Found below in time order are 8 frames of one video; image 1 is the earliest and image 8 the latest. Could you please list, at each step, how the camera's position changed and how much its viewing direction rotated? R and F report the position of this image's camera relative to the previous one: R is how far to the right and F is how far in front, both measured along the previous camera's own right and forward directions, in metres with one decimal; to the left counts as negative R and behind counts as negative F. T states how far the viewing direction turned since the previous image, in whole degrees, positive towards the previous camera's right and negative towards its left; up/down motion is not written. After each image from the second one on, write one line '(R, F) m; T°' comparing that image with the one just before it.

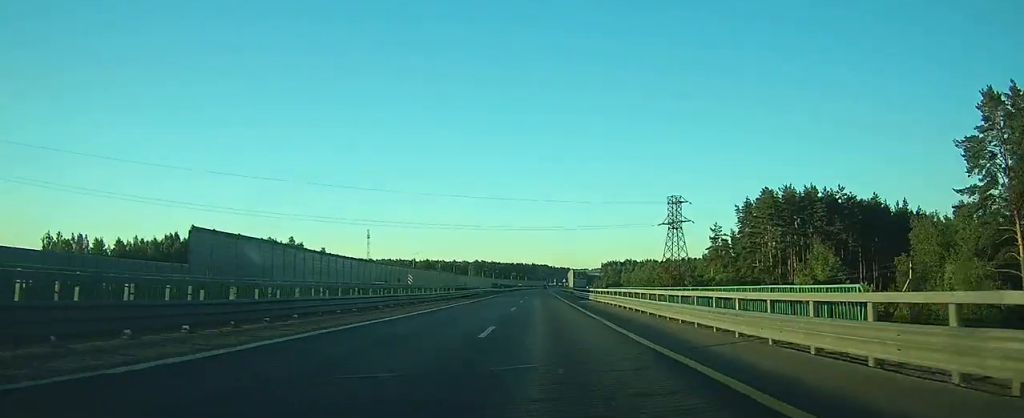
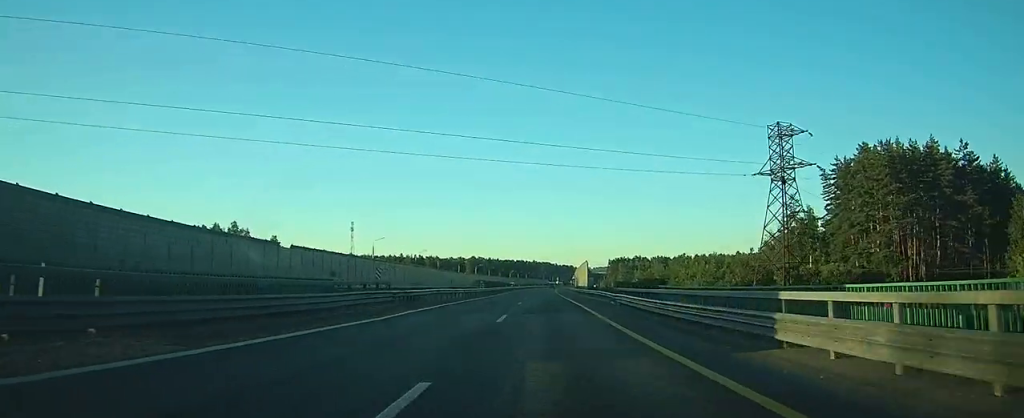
(+0.1, +42.7) m; 0°
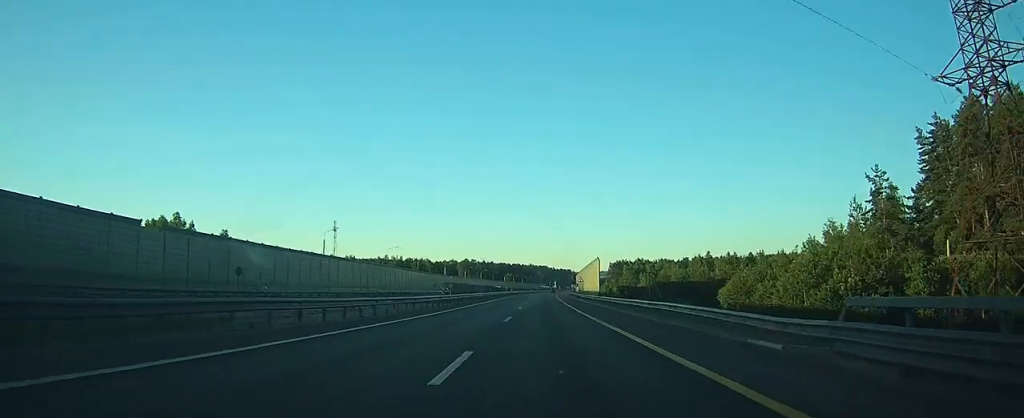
(0.0, +27.7) m; 0°
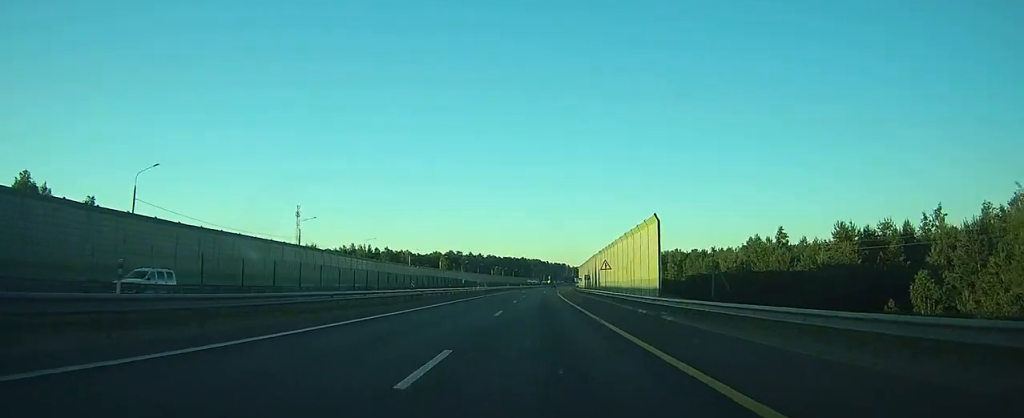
(0.0, +48.1) m; 0°
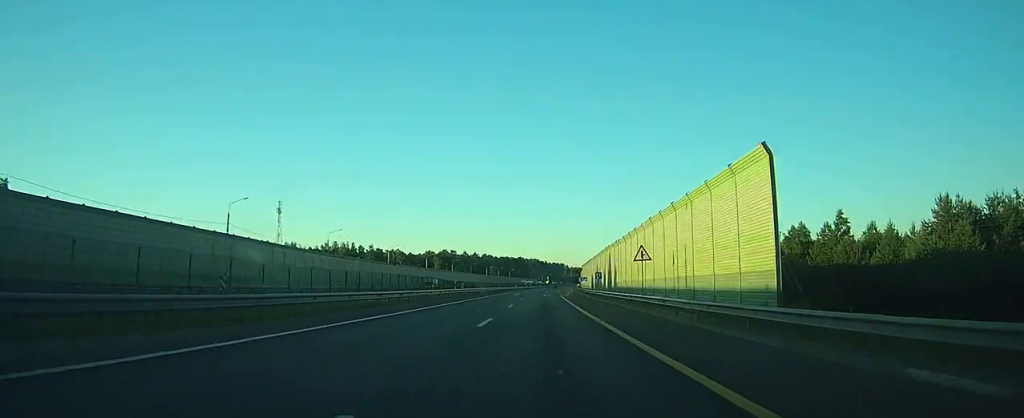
(0.0, +21.4) m; 0°
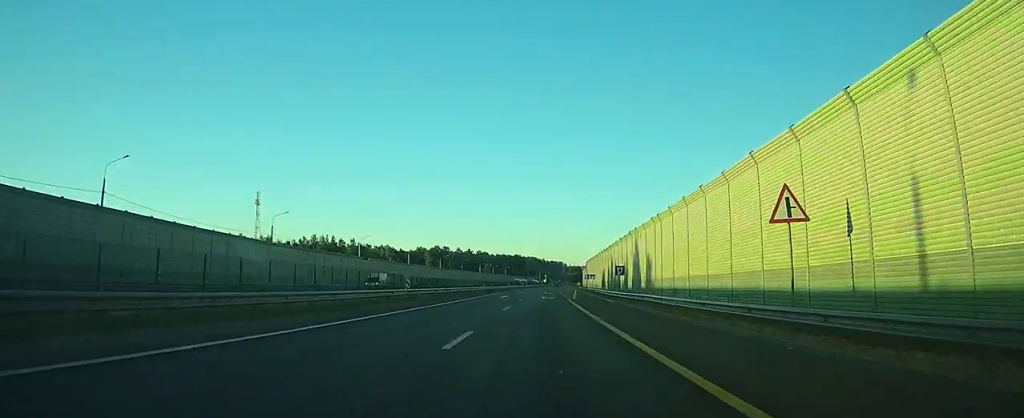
(+0.1, +22.4) m; 0°
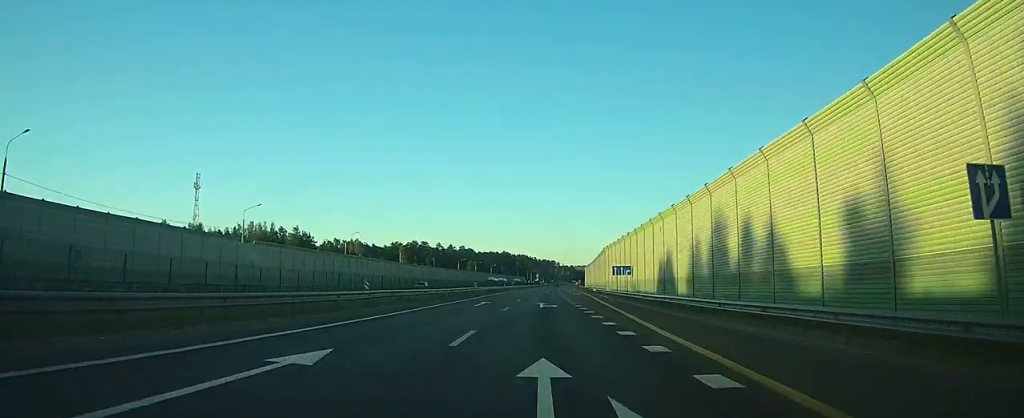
(+0.3, +47.8) m; +1°
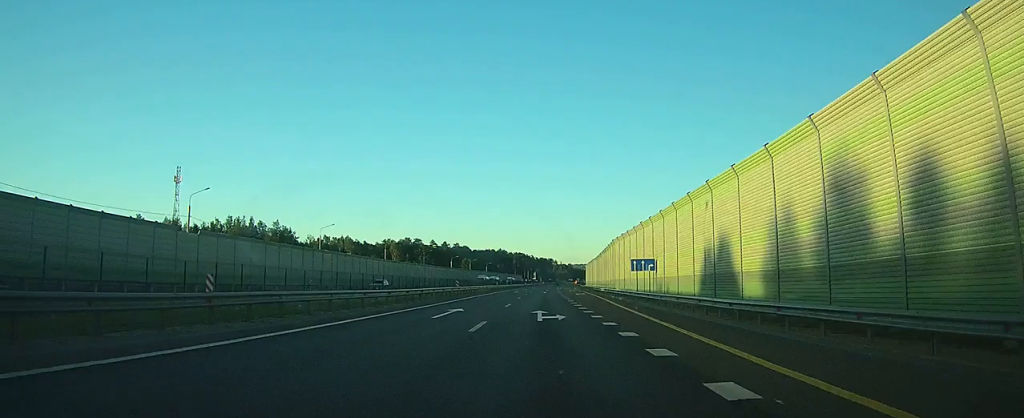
(+0.1, +12.6) m; 0°
